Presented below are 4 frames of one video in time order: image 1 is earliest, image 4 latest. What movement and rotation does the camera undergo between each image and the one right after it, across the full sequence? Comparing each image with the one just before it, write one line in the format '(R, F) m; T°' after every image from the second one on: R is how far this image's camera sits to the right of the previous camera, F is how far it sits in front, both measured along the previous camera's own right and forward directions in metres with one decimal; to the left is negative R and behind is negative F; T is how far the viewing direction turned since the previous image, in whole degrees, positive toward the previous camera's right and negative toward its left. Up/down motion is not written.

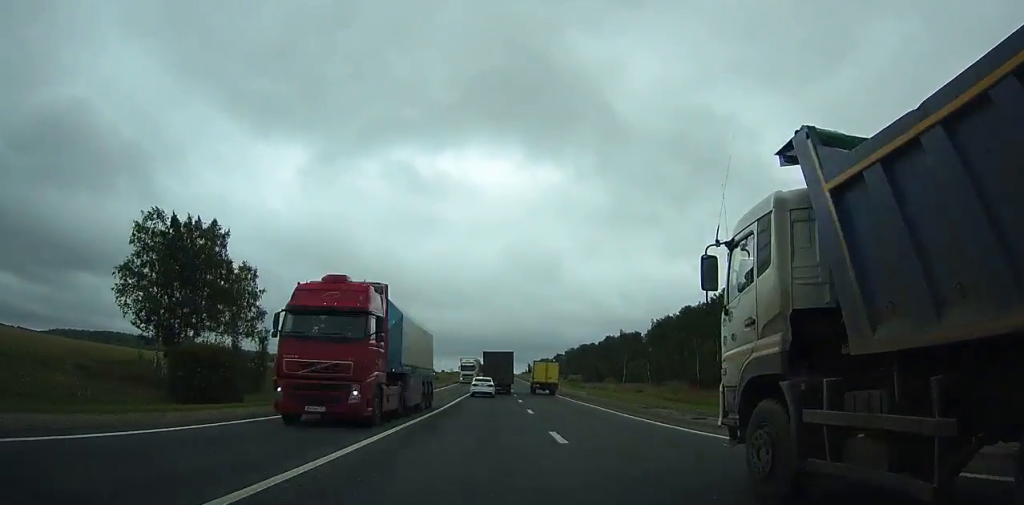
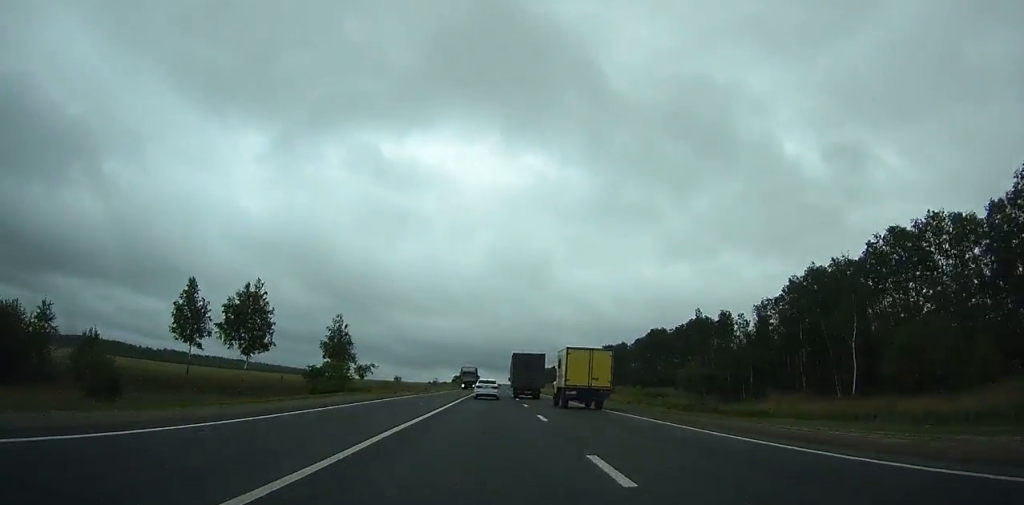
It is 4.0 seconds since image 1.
(+0.4, +87.7) m; 0°
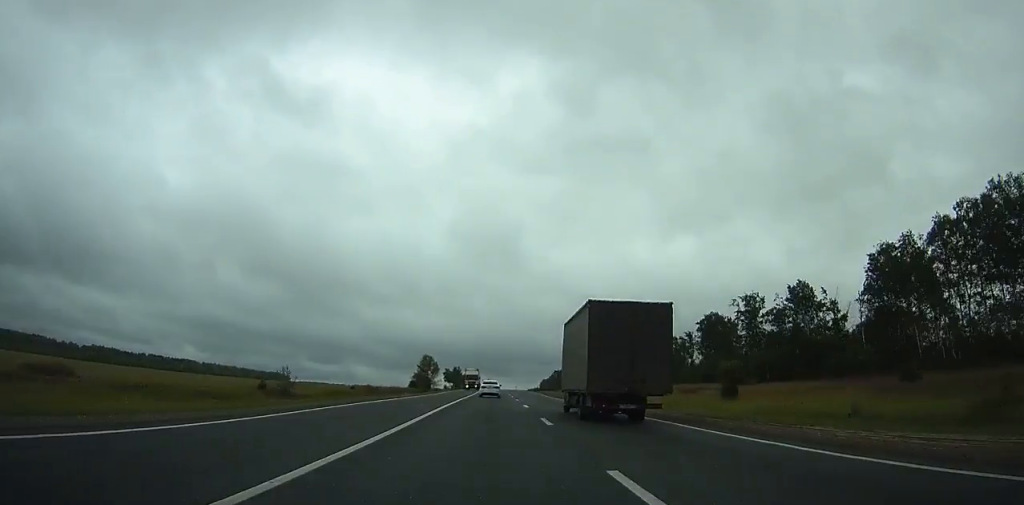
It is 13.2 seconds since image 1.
(-1.2, +230.0) m; 0°
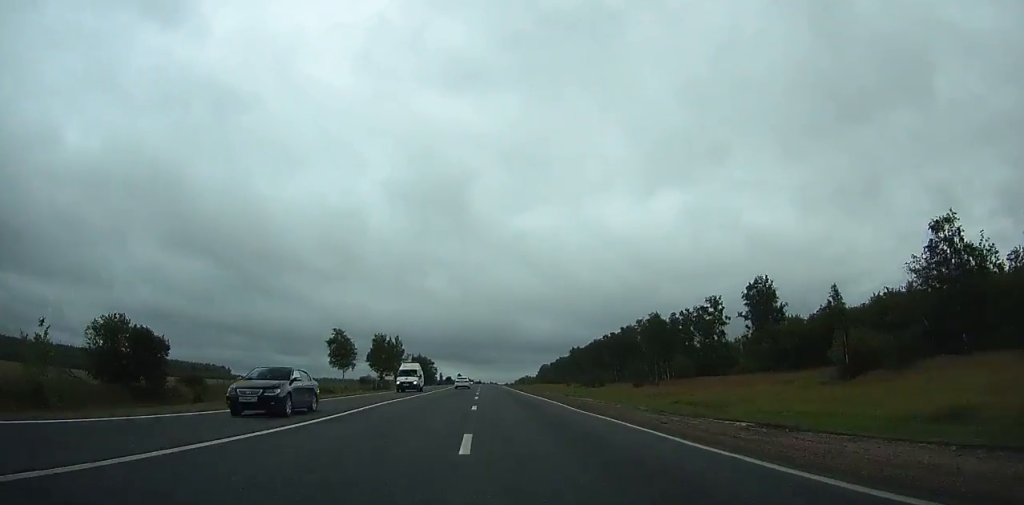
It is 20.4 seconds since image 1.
(+0.6, +197.4) m; +1°
